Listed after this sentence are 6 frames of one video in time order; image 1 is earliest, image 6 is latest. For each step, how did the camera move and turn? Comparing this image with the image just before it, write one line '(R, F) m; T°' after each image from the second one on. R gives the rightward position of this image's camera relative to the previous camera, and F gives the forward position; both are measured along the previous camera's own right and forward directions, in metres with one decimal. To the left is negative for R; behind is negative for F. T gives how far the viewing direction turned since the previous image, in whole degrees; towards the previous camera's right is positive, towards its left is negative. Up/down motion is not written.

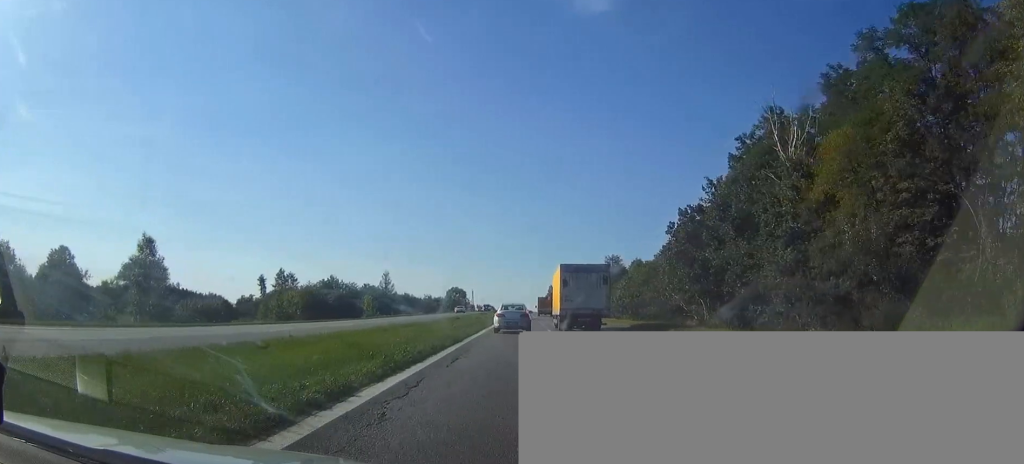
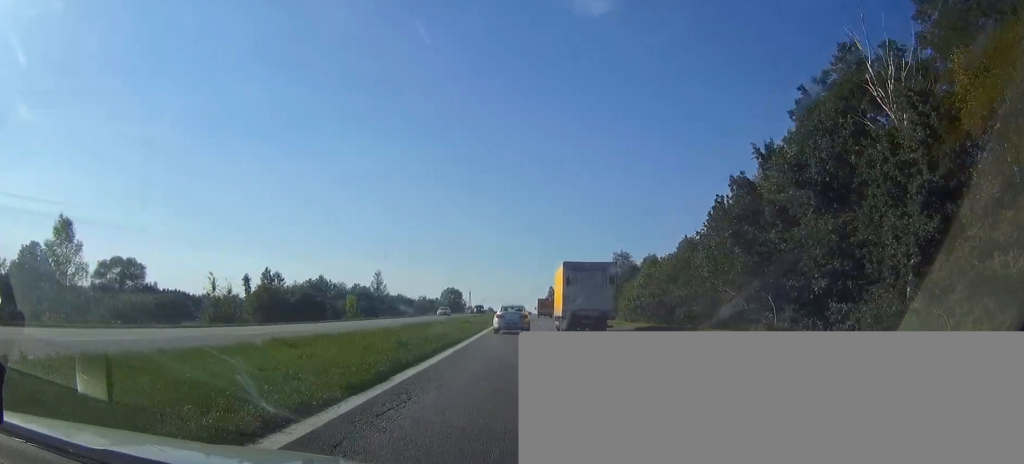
(-0.1, +13.1) m; 0°
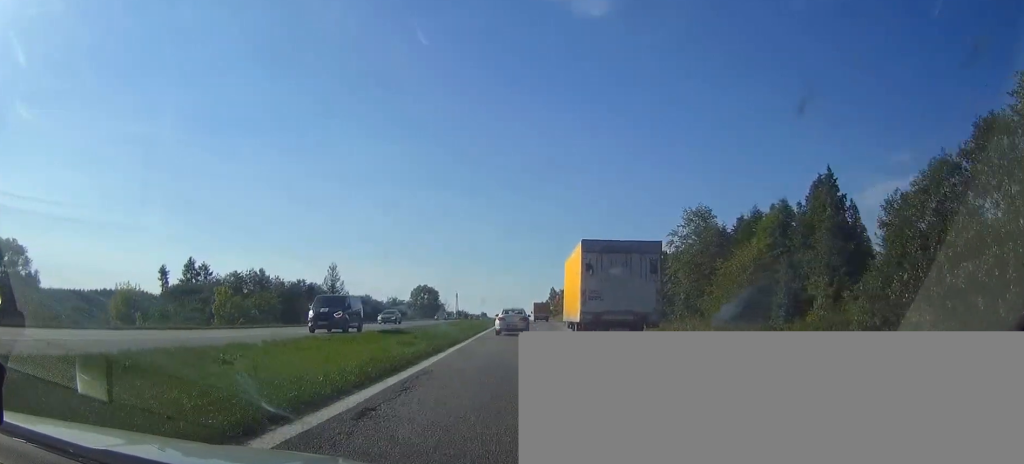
(+0.4, +53.1) m; 0°
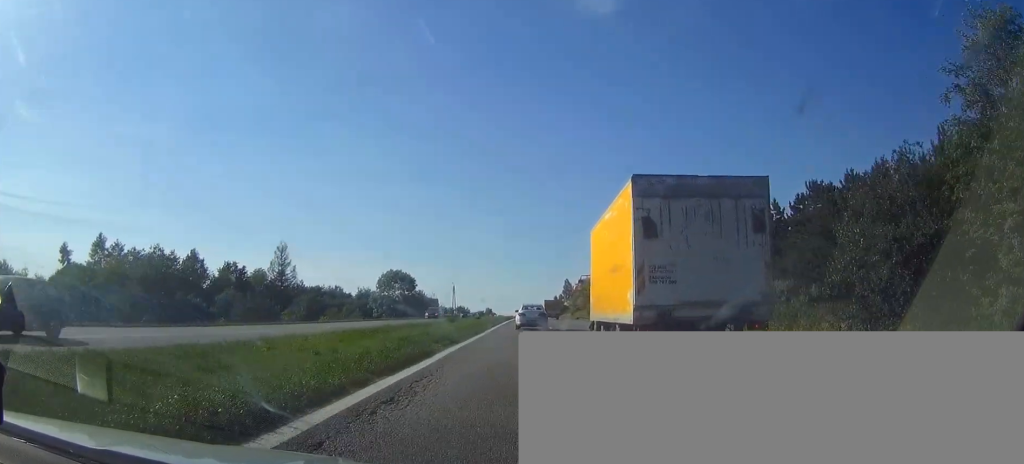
(-0.2, +45.4) m; 0°
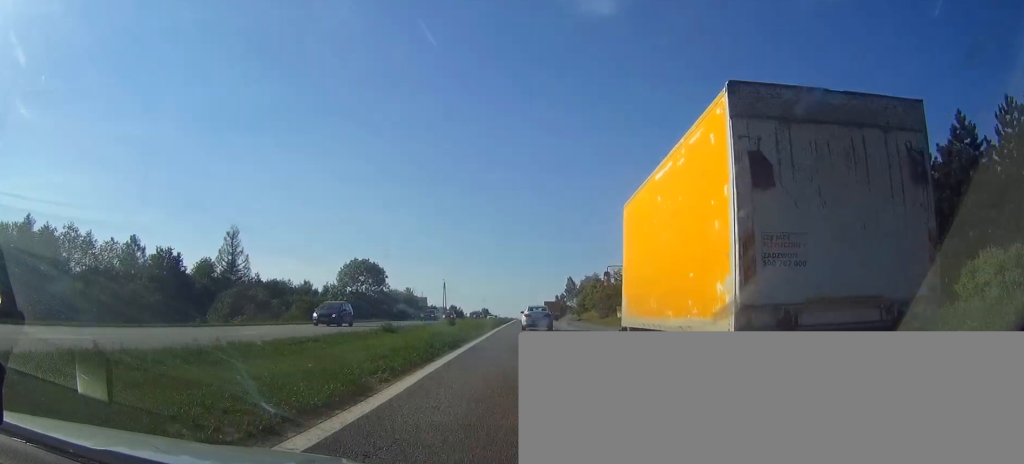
(-0.1, +24.2) m; 0°
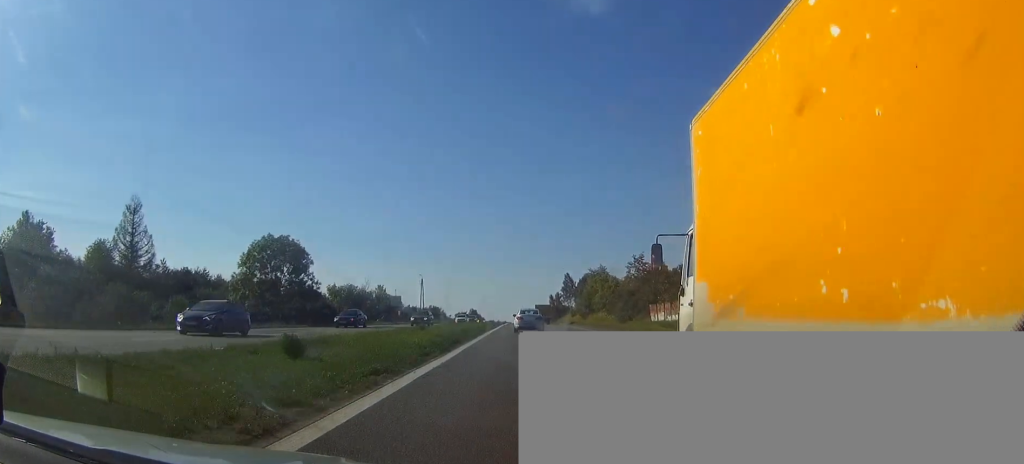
(+0.2, +30.2) m; 0°
